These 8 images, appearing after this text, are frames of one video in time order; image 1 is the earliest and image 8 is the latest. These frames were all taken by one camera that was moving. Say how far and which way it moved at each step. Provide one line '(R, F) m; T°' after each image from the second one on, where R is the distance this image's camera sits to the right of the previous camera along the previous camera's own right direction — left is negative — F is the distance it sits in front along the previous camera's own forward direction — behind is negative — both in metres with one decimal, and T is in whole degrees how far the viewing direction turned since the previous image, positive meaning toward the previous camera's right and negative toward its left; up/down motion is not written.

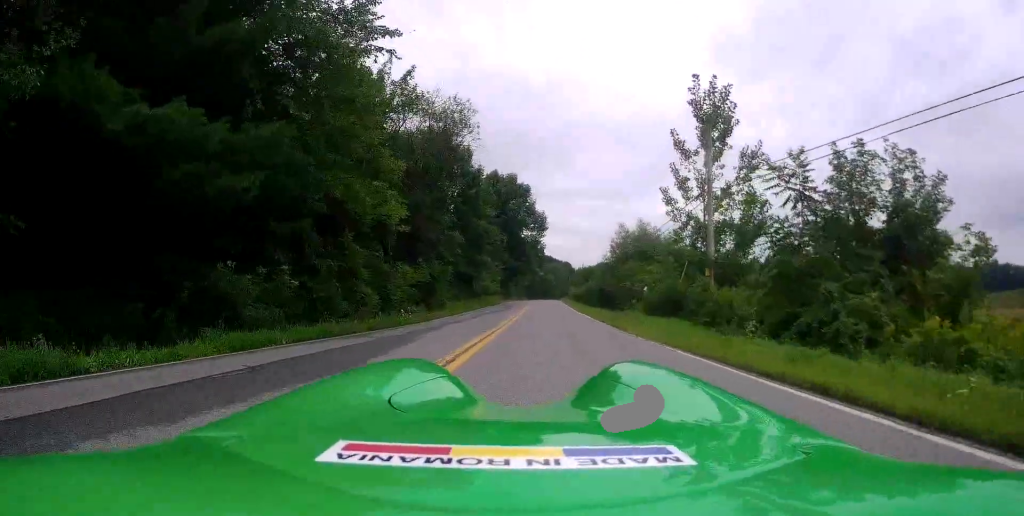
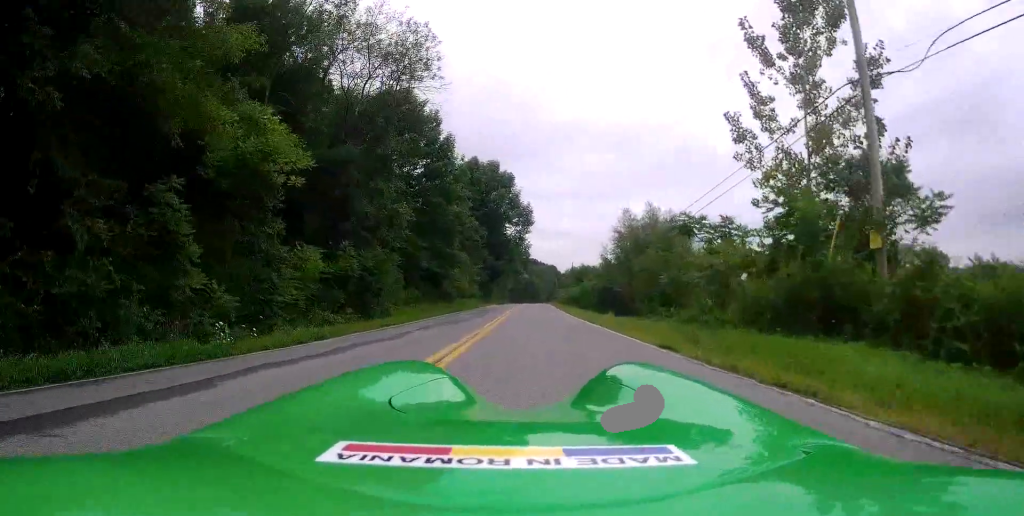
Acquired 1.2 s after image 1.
(+0.2, +11.8) m; +1°
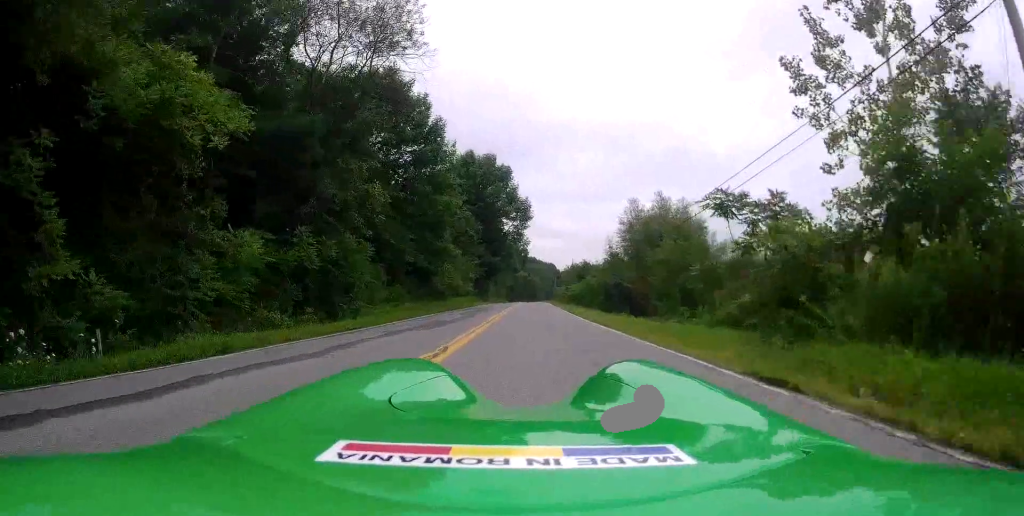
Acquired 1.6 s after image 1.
(0.0, +4.2) m; 0°
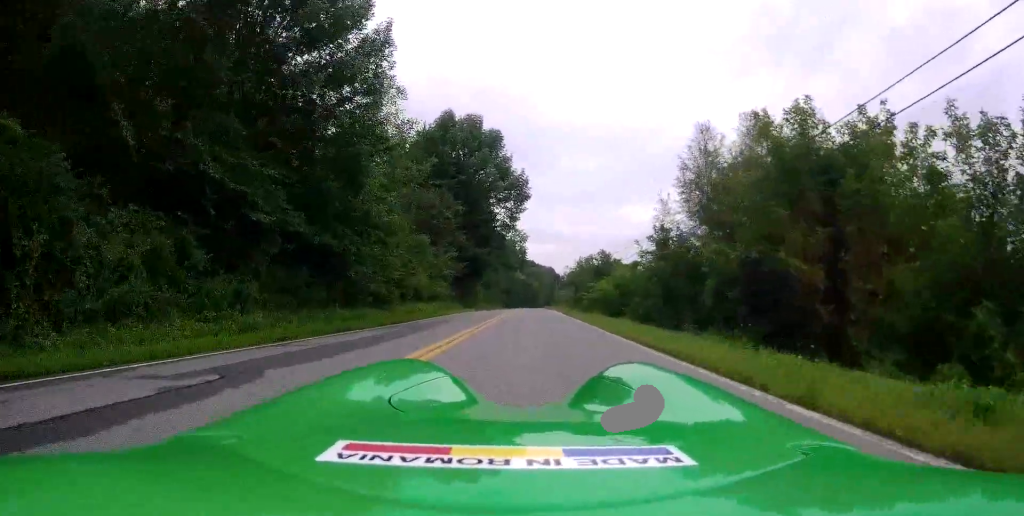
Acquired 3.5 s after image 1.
(0.0, +19.7) m; 0°
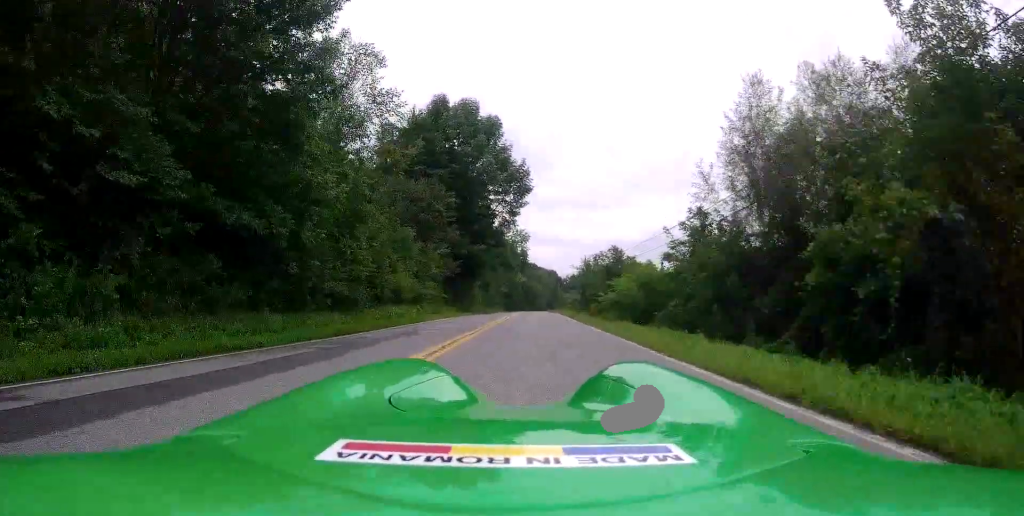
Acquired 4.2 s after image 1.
(0.0, +6.3) m; 0°
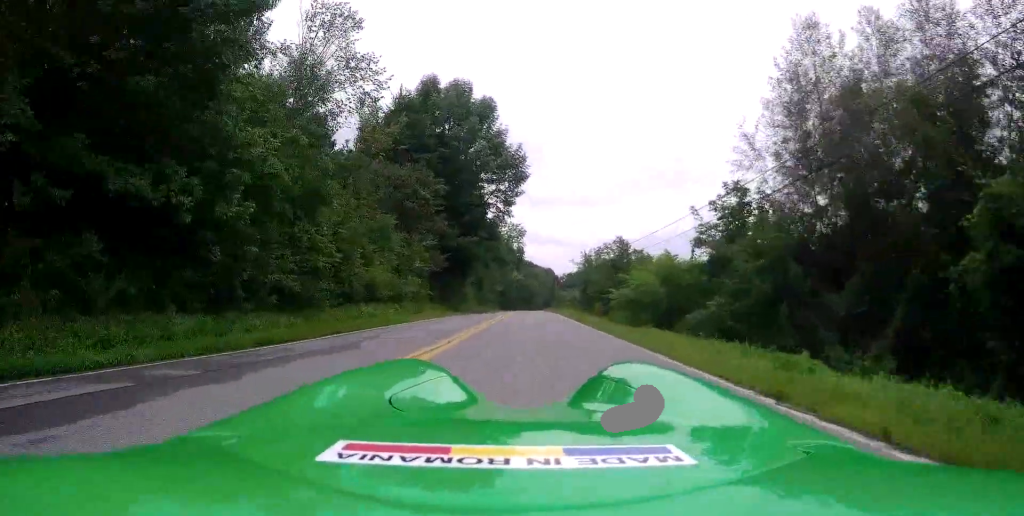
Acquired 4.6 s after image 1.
(0.0, +4.6) m; 0°
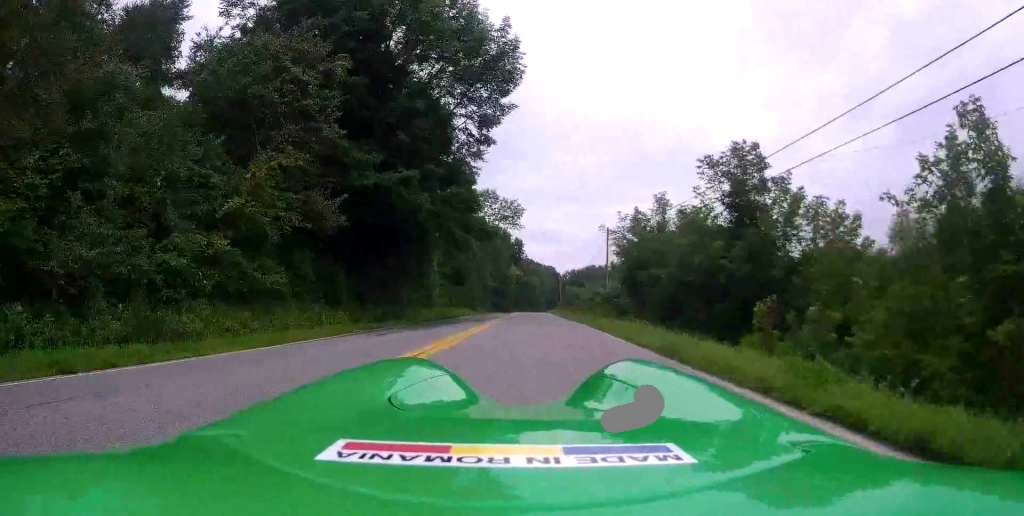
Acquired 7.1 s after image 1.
(0.0, +24.4) m; 0°
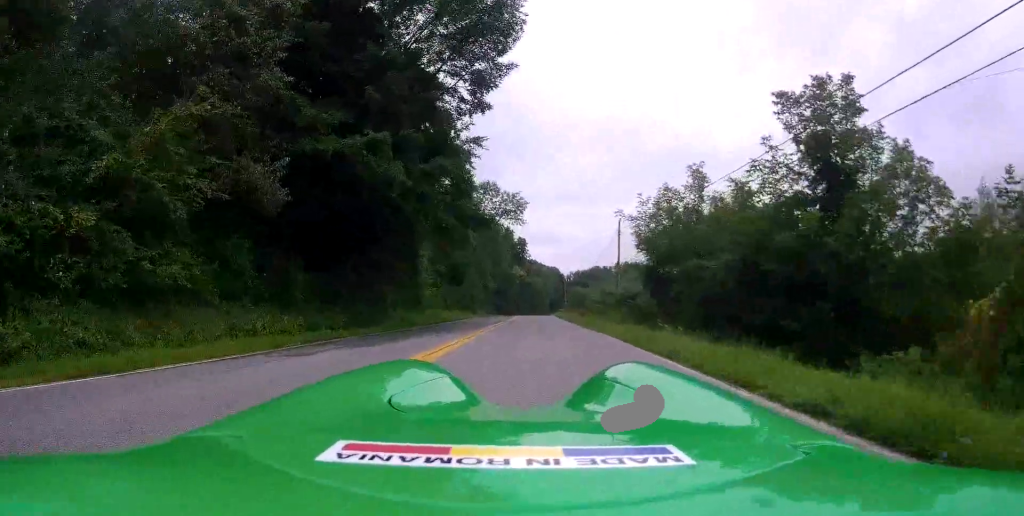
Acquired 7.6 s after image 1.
(0.0, +5.3) m; 0°
